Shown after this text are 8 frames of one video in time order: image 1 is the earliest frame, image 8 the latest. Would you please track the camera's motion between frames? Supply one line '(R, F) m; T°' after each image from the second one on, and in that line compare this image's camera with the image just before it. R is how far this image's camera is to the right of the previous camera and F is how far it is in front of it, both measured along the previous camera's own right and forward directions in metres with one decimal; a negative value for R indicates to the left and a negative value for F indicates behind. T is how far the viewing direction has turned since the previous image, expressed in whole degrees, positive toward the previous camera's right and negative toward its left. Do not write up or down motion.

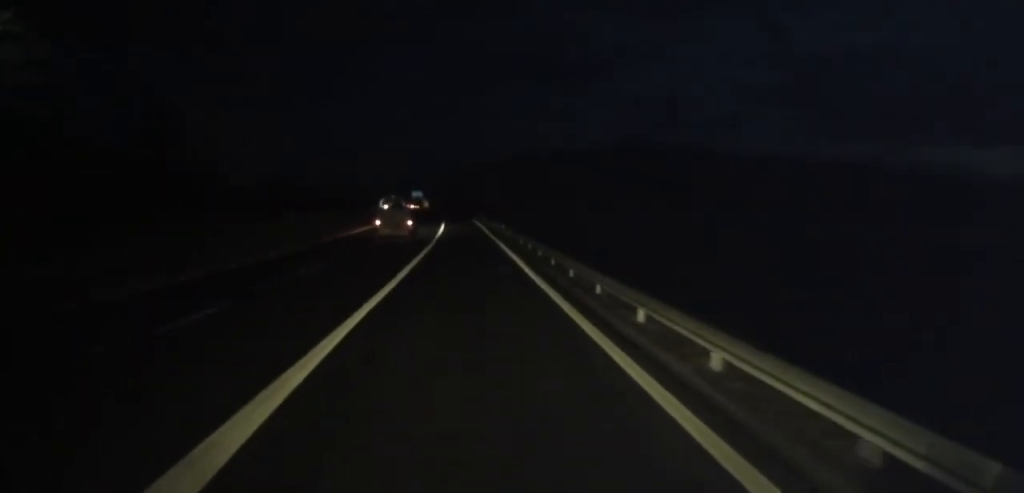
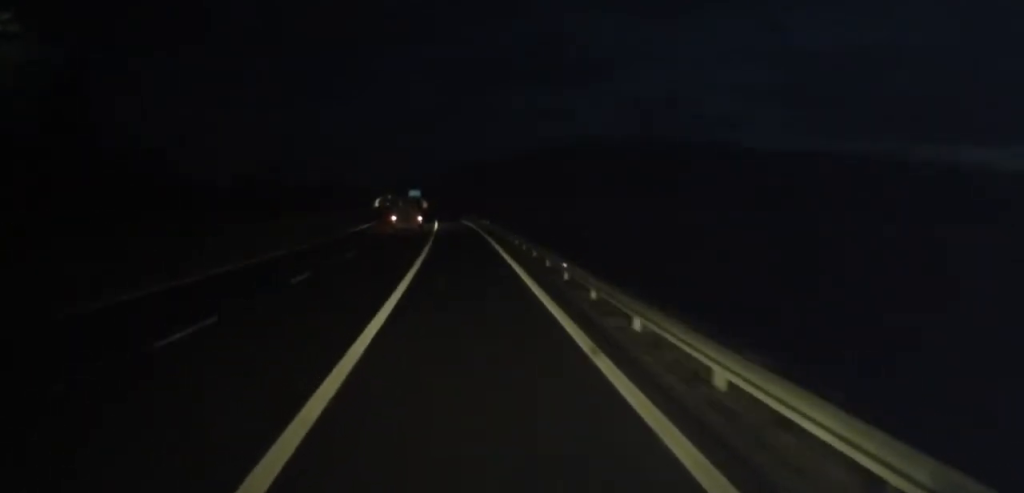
(0.0, +28.8) m; 0°
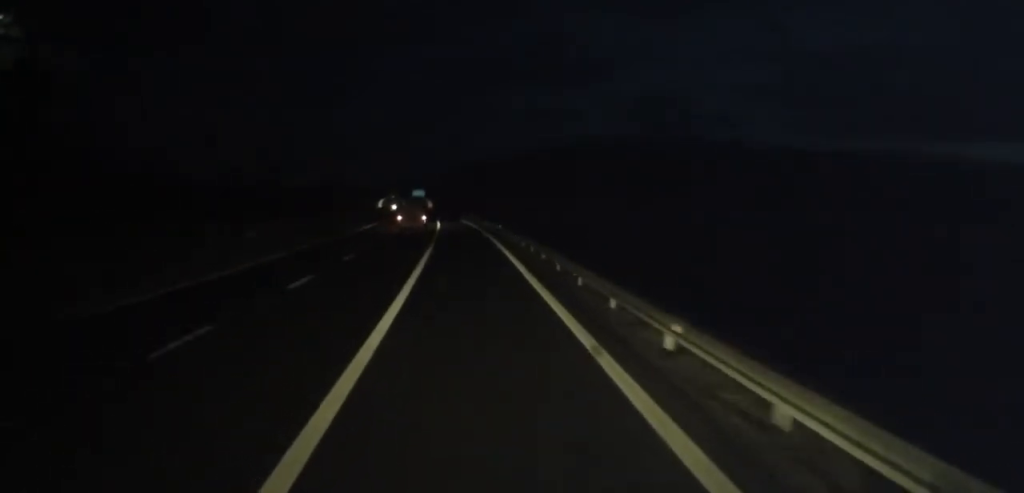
(0.0, +9.6) m; 0°
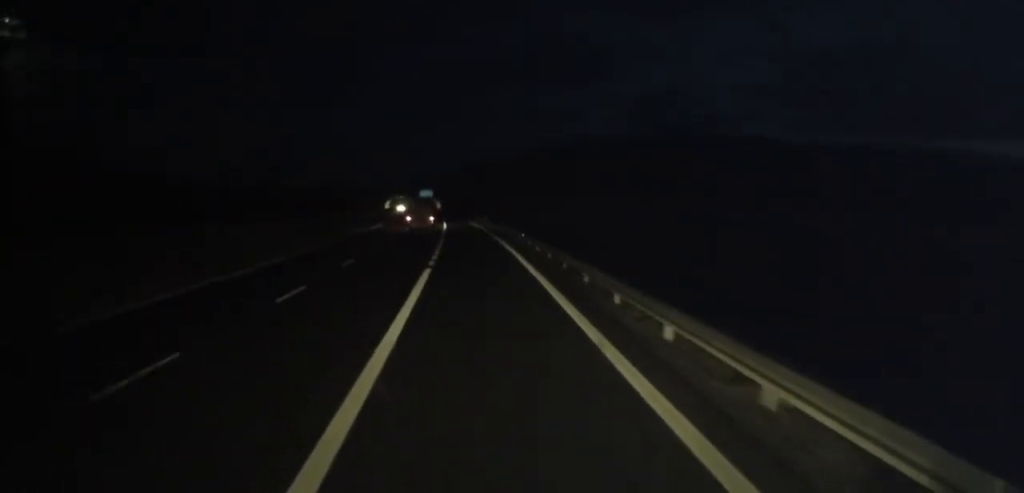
(0.0, +11.1) m; 0°
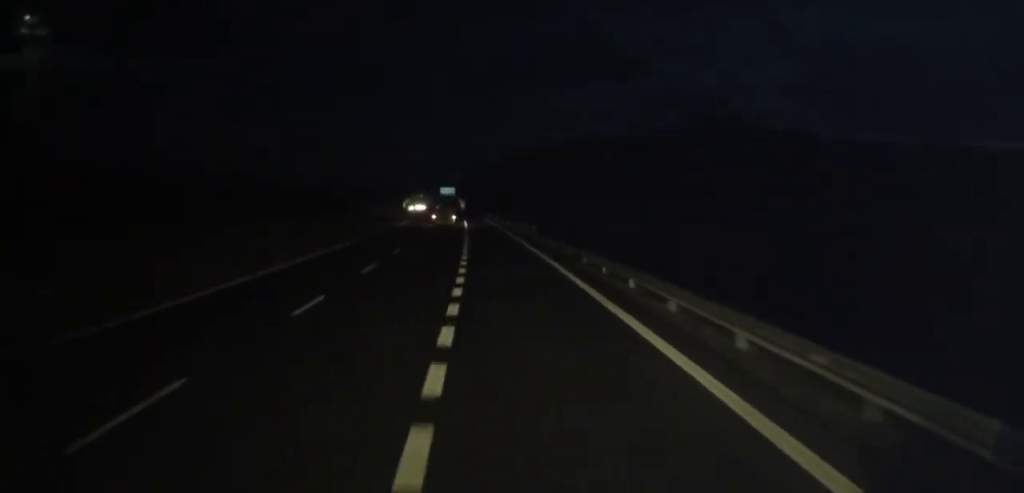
(-0.2, +28.5) m; -1°
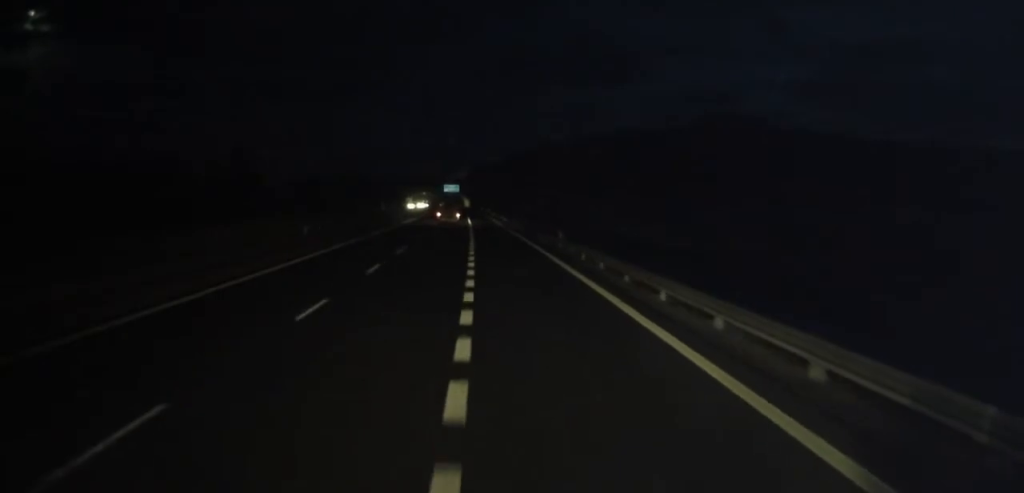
(0.0, +9.9) m; -1°
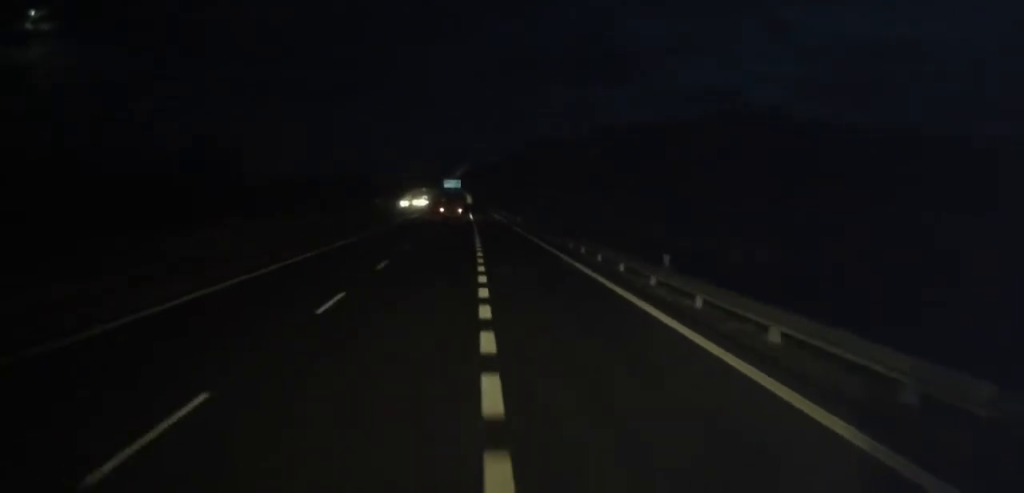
(-0.2, +17.7) m; -1°
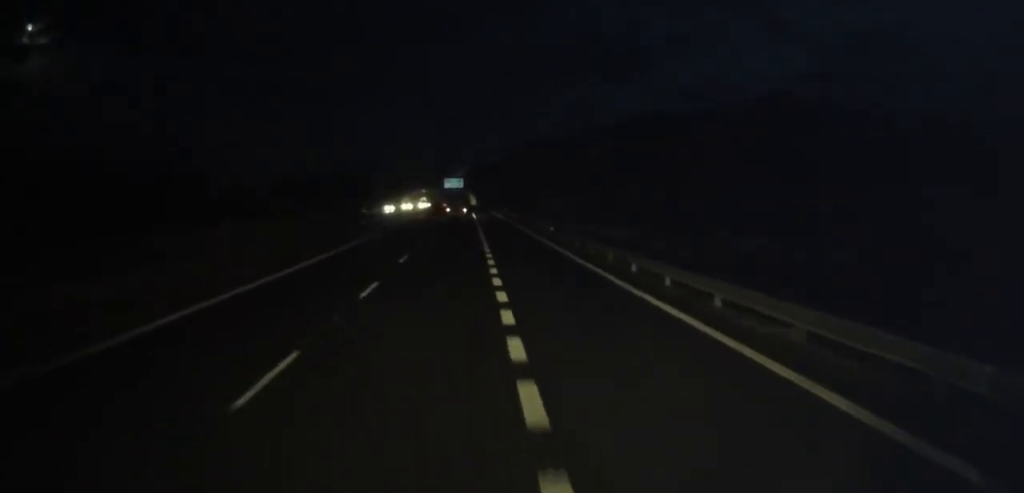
(-0.3, +24.0) m; -2°
